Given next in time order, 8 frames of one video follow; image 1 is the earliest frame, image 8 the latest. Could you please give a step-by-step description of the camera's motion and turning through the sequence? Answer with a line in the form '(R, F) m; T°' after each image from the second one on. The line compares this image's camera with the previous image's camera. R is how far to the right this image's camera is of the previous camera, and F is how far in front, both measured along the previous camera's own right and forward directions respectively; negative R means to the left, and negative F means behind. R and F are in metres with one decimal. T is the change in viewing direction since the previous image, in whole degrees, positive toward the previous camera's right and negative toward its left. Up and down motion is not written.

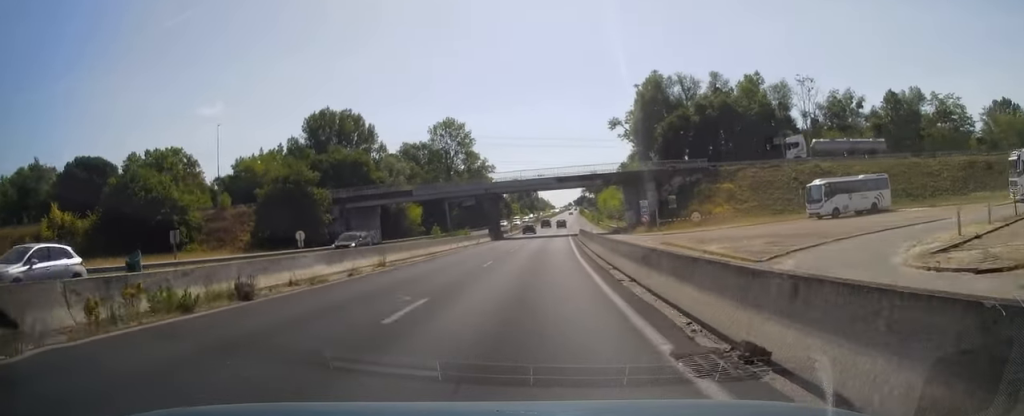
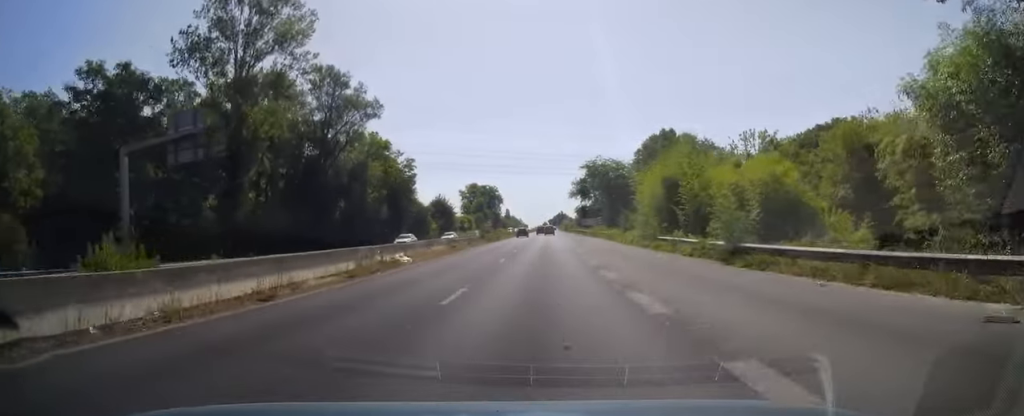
(+1.6, +89.0) m; +2°
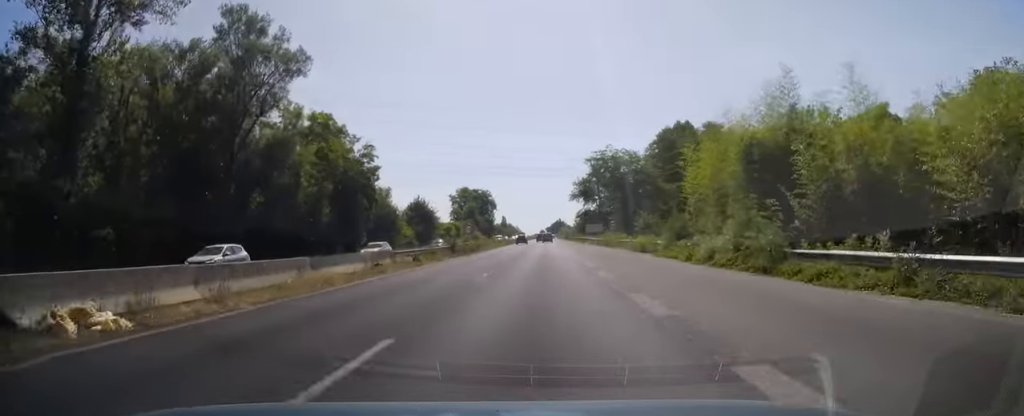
(+0.1, +19.9) m; +1°
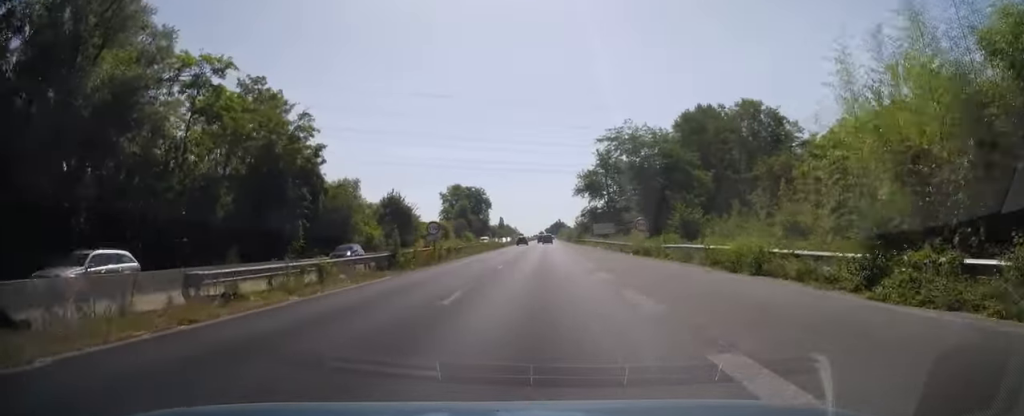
(+0.1, +18.9) m; +1°
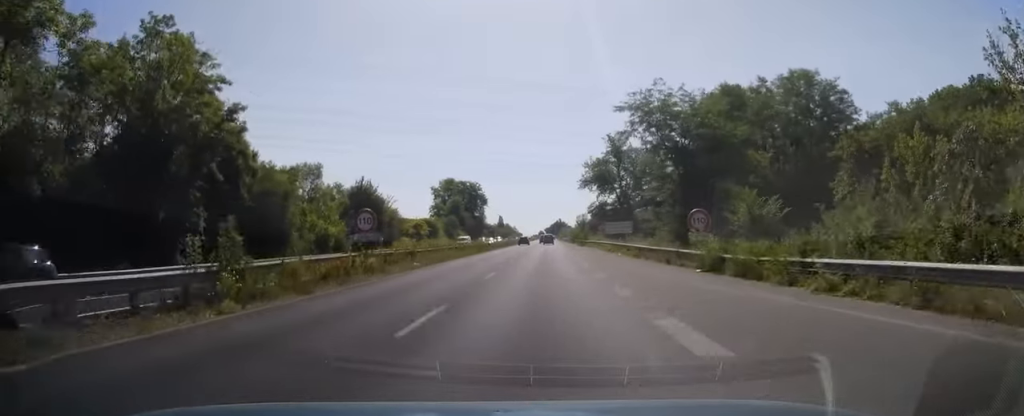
(+0.2, +16.5) m; 0°
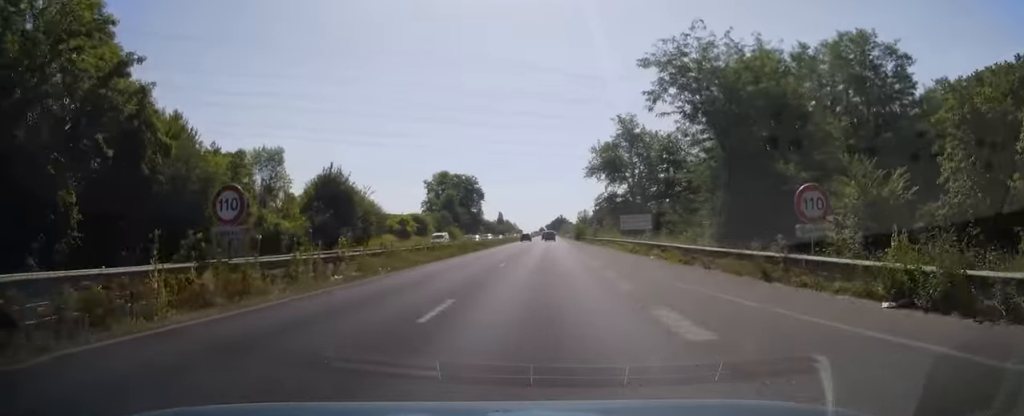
(0.0, +12.2) m; 0°
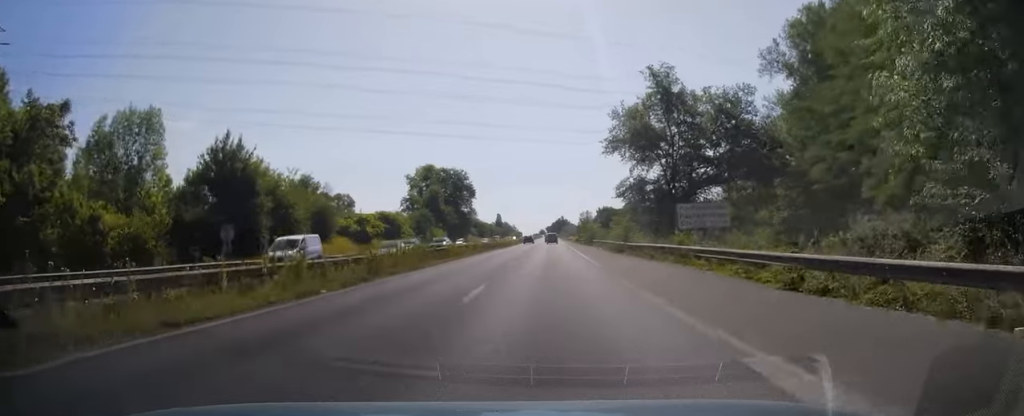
(0.0, +23.8) m; 0°
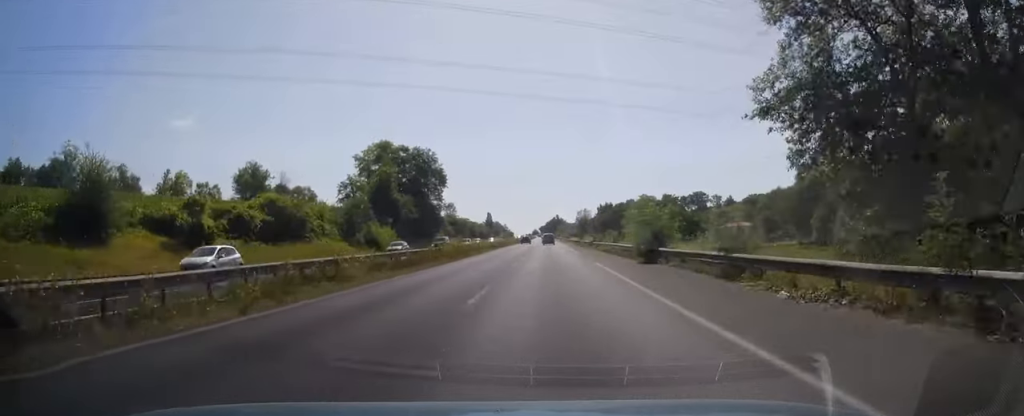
(-0.1, +39.3) m; 0°
